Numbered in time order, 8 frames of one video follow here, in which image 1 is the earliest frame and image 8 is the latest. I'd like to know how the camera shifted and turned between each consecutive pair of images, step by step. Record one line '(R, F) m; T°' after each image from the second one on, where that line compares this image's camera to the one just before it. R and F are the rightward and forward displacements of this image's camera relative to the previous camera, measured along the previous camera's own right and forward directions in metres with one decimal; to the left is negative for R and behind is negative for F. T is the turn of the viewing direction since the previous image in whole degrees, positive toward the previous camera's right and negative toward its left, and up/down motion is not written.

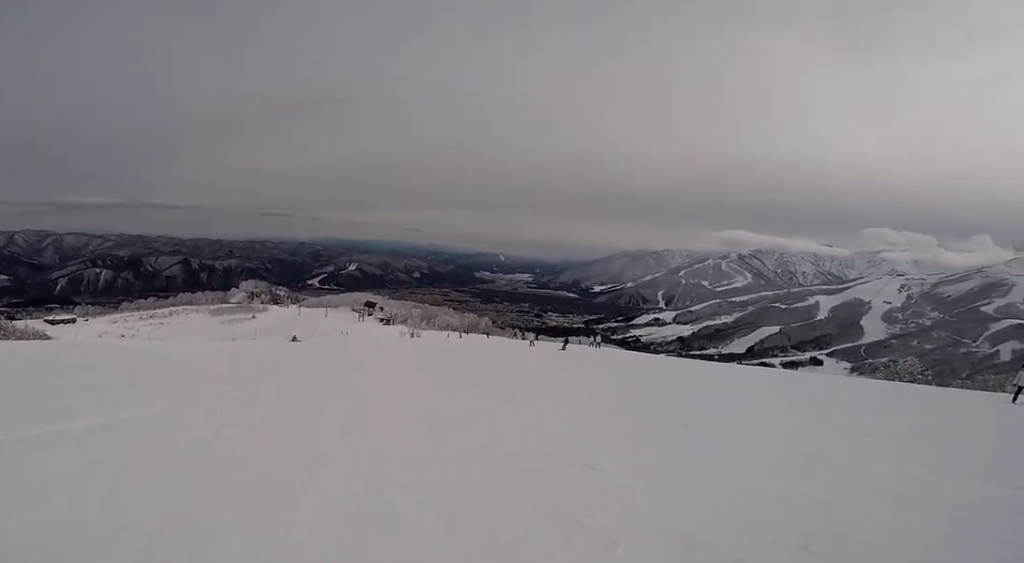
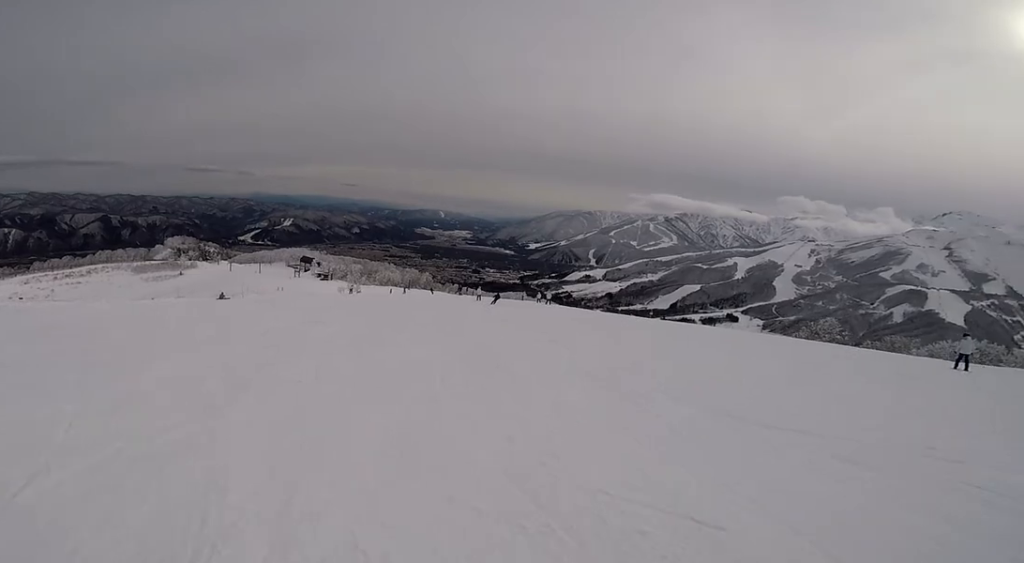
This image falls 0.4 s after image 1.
(+0.3, +2.5) m; +11°
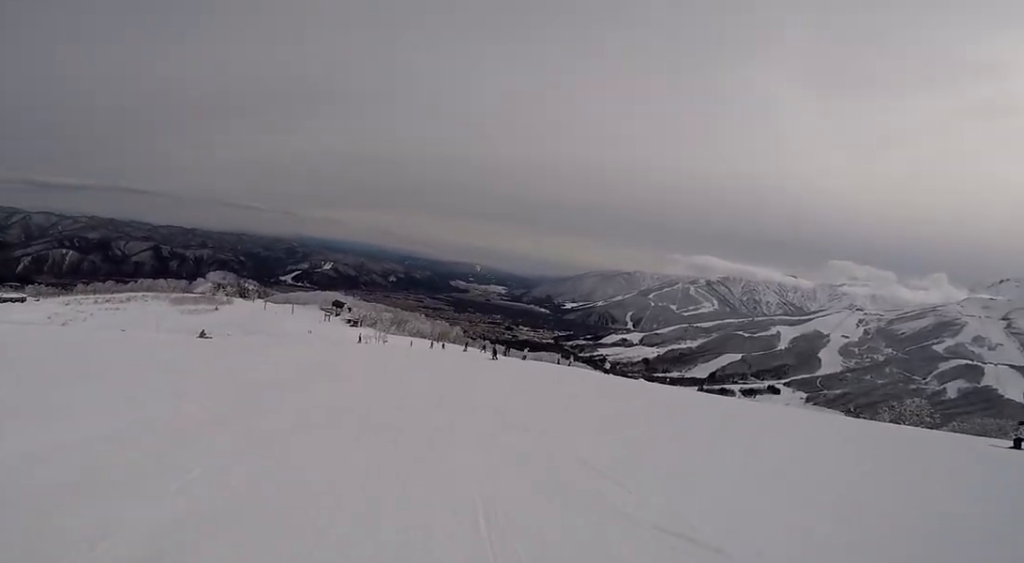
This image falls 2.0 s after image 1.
(+1.9, +8.8) m; +11°
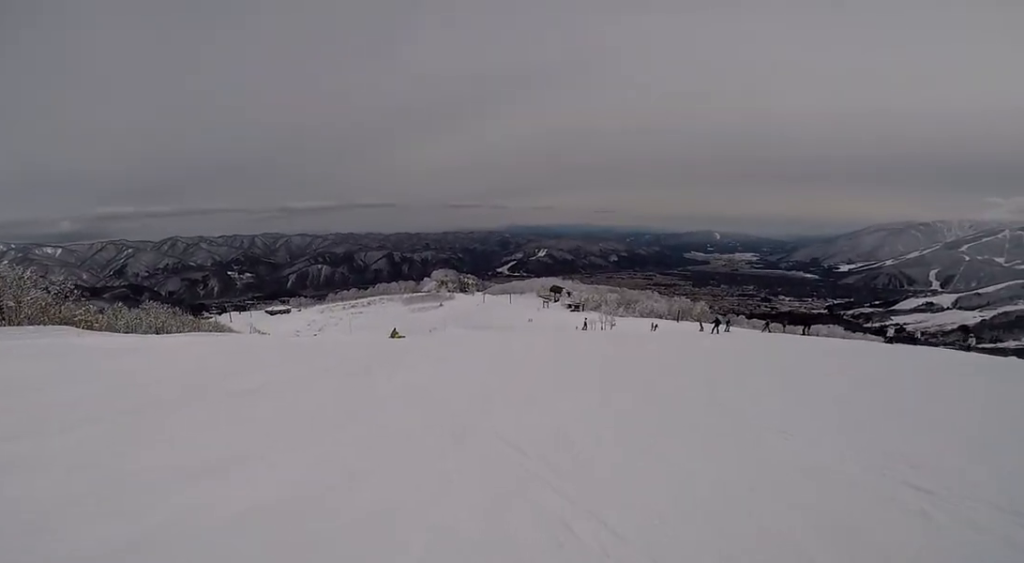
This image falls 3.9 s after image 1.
(-2.3, +10.6) m; -21°
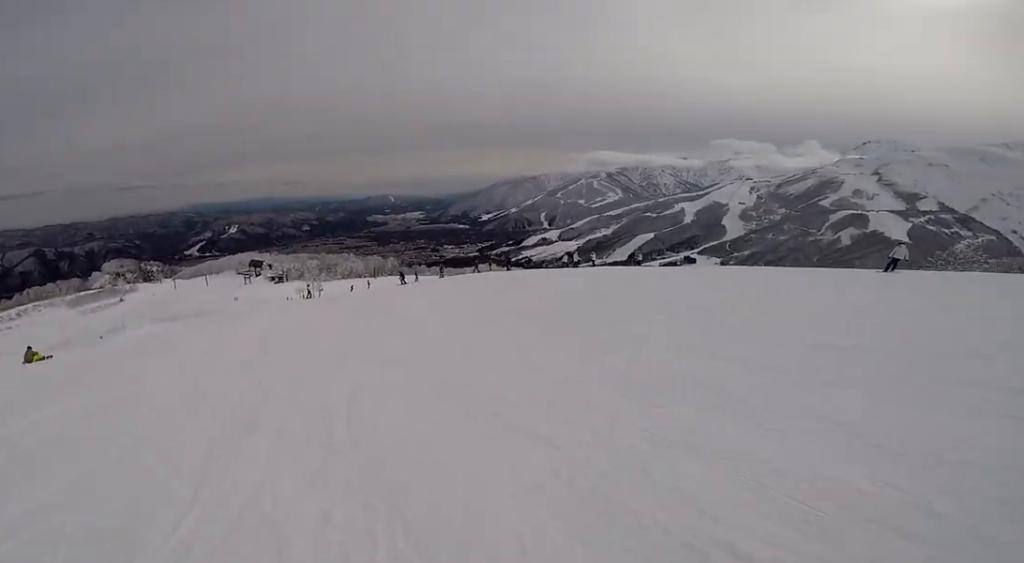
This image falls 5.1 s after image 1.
(+0.3, +7.2) m; +16°
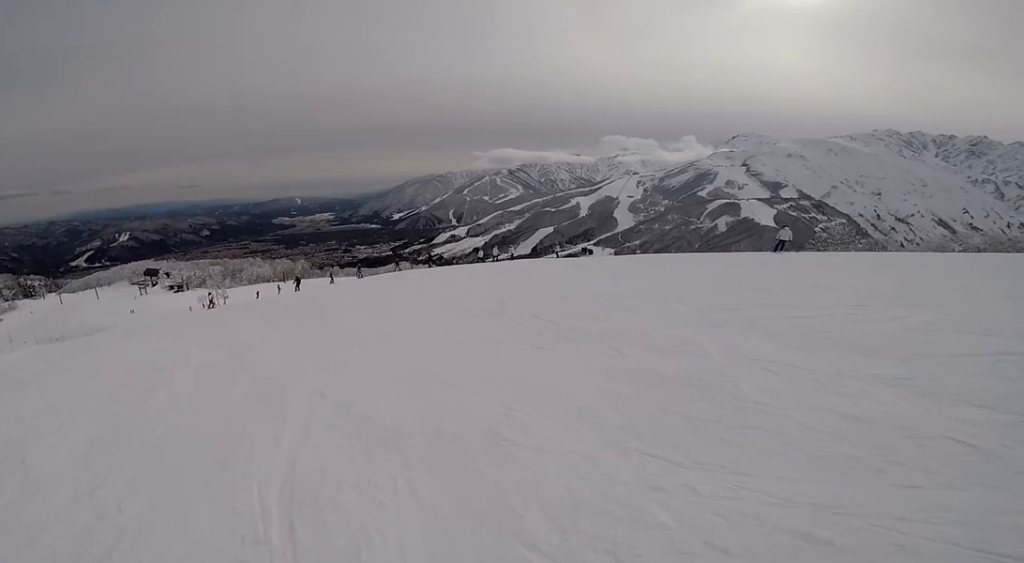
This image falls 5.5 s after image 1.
(+0.4, +2.4) m; +8°
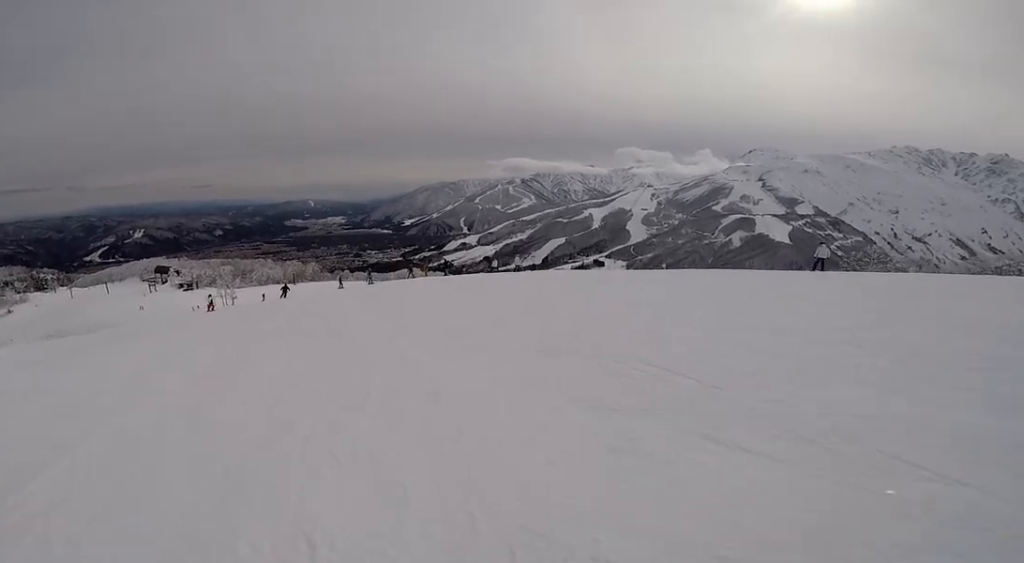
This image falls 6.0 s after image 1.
(+0.2, +3.0) m; -1°
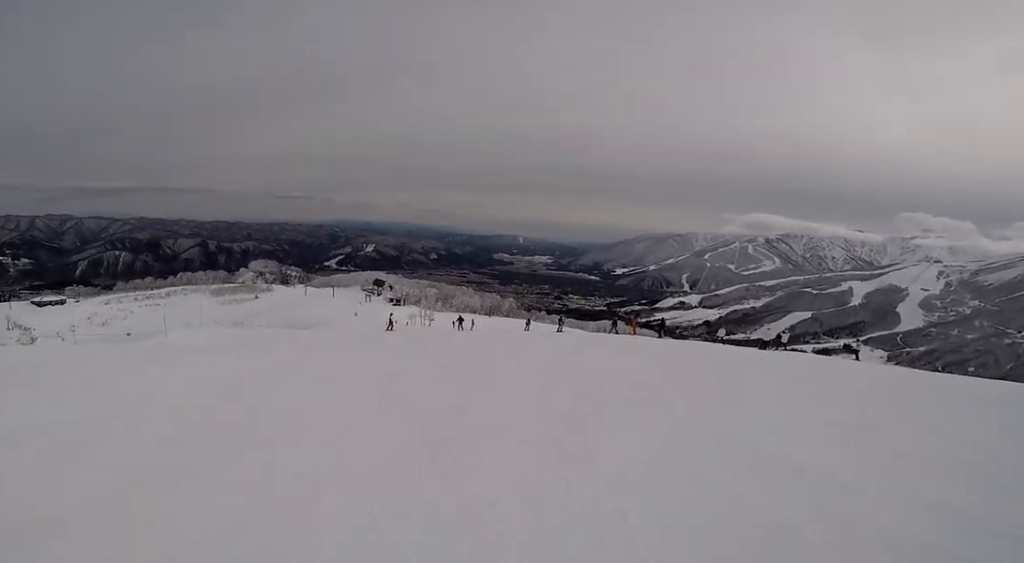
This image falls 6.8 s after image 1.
(+0.1, +4.5) m; -9°
